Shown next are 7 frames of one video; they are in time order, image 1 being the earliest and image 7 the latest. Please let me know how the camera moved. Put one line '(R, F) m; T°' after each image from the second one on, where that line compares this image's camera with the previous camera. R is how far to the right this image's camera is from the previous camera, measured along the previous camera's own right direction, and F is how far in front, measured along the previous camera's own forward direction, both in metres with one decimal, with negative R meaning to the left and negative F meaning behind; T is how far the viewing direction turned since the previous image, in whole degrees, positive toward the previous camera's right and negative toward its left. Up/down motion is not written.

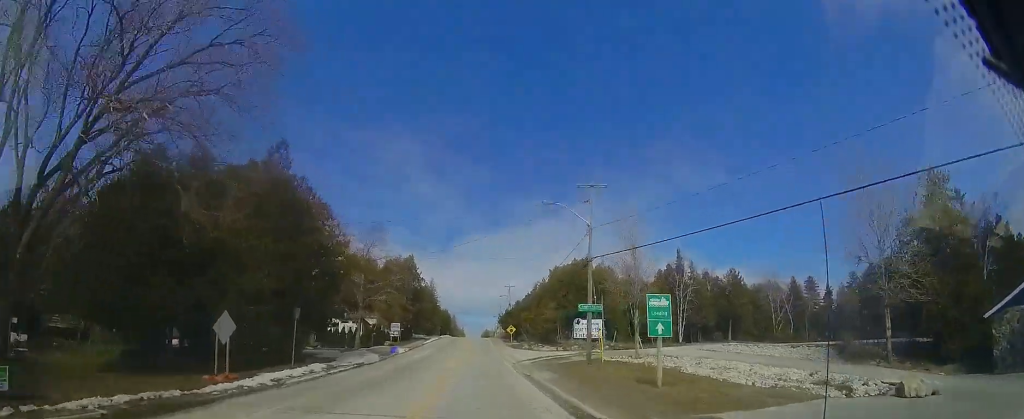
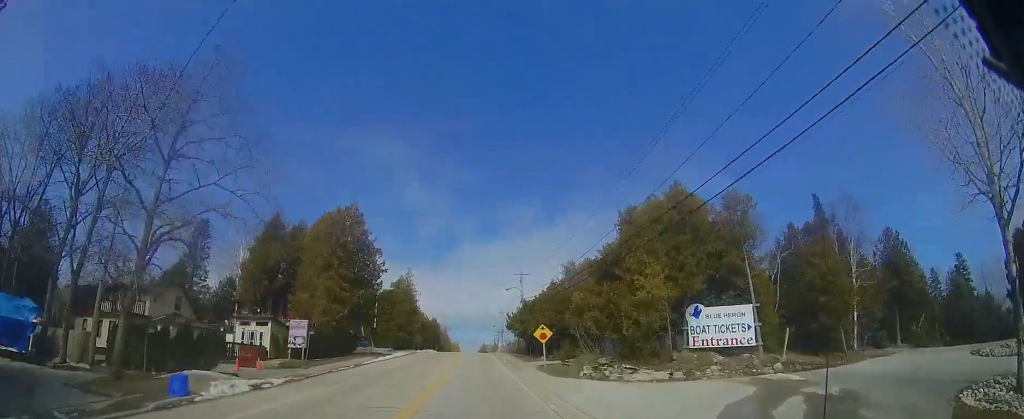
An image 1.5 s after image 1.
(-0.3, +24.1) m; +1°
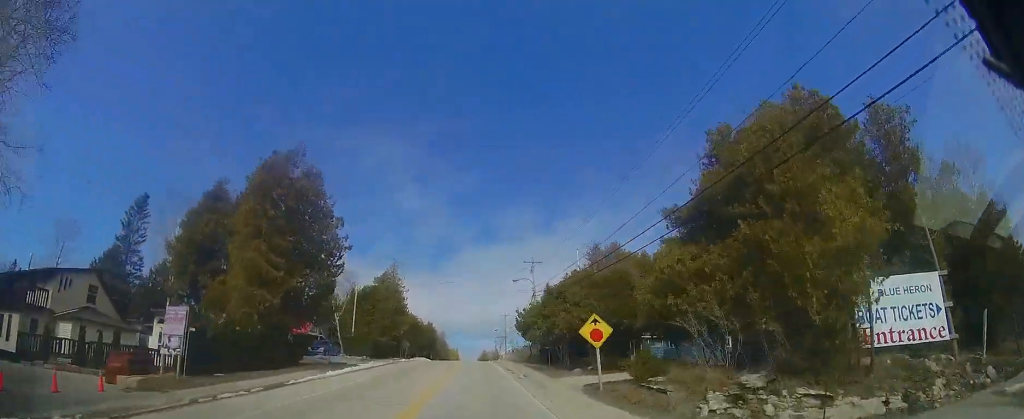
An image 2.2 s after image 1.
(+0.2, +9.7) m; +1°
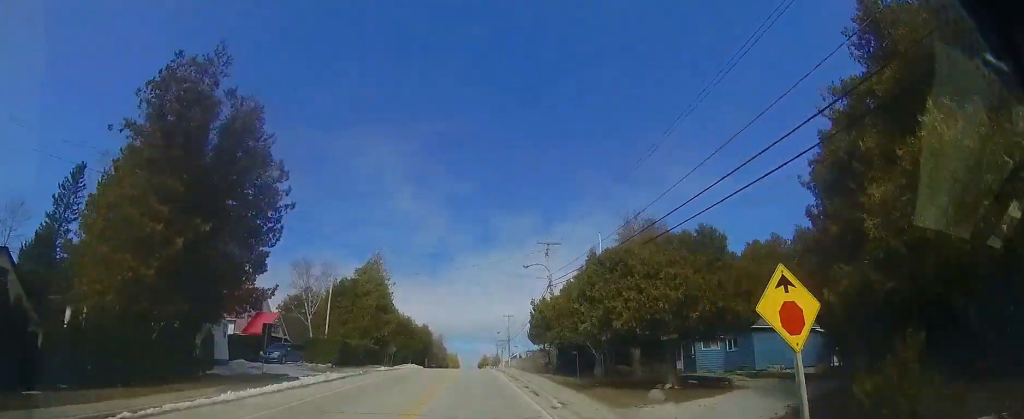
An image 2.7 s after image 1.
(+0.2, +8.1) m; +1°
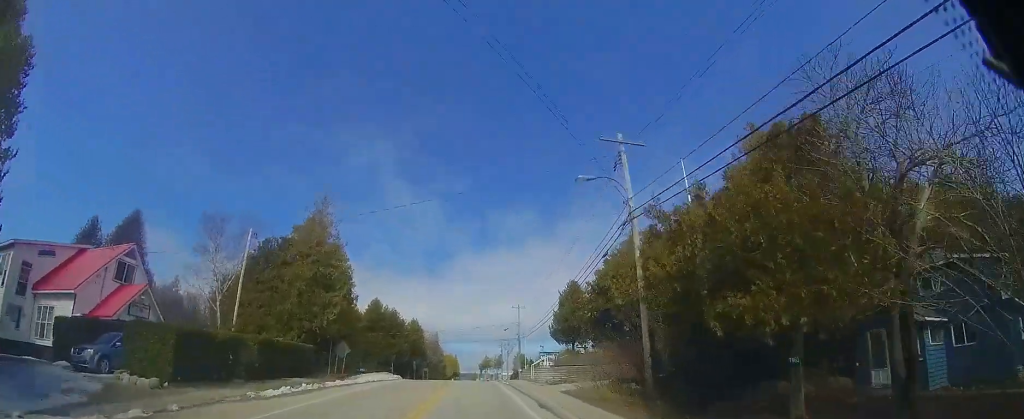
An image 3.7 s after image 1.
(0.0, +15.1) m; -1°
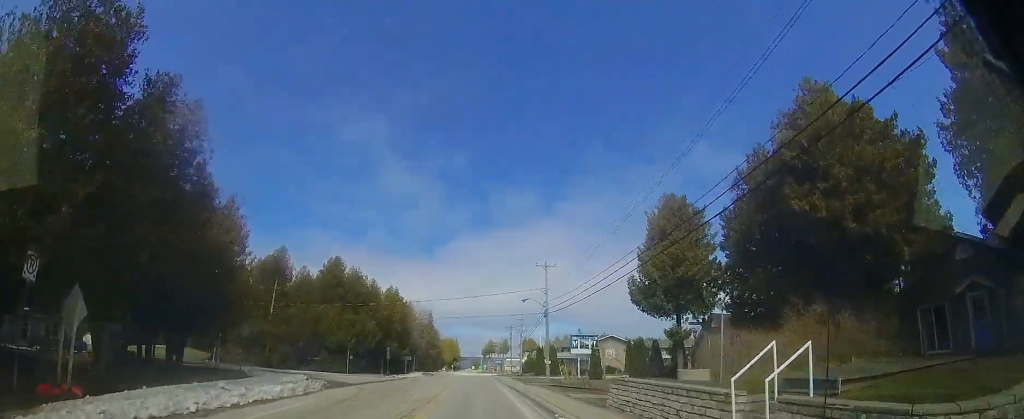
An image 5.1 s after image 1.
(-0.2, +19.3) m; 0°
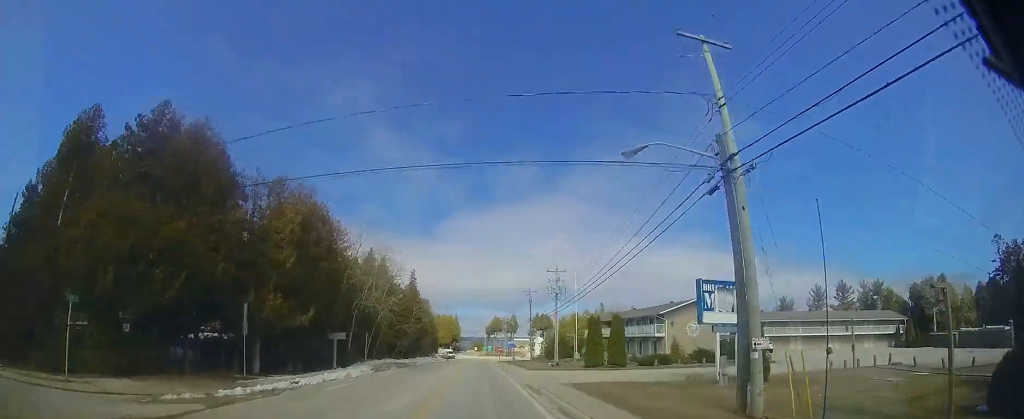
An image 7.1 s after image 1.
(+0.4, +25.9) m; +1°
